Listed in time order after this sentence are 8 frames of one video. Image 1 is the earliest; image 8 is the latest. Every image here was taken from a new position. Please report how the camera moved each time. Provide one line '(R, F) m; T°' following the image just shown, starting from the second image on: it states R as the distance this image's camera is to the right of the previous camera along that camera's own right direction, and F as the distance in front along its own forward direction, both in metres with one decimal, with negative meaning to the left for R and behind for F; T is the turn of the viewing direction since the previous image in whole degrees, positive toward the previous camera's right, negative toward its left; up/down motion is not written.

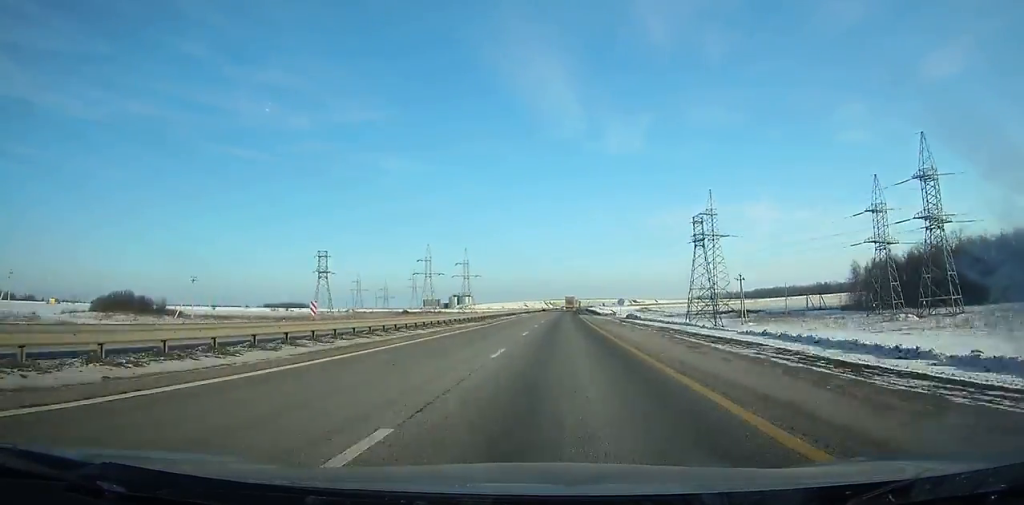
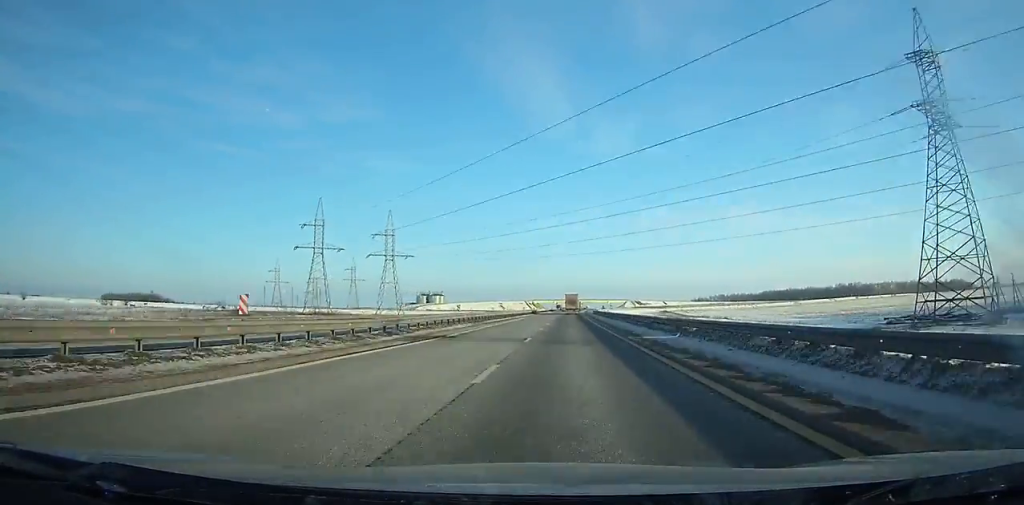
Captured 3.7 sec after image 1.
(+1.0, +122.6) m; +1°
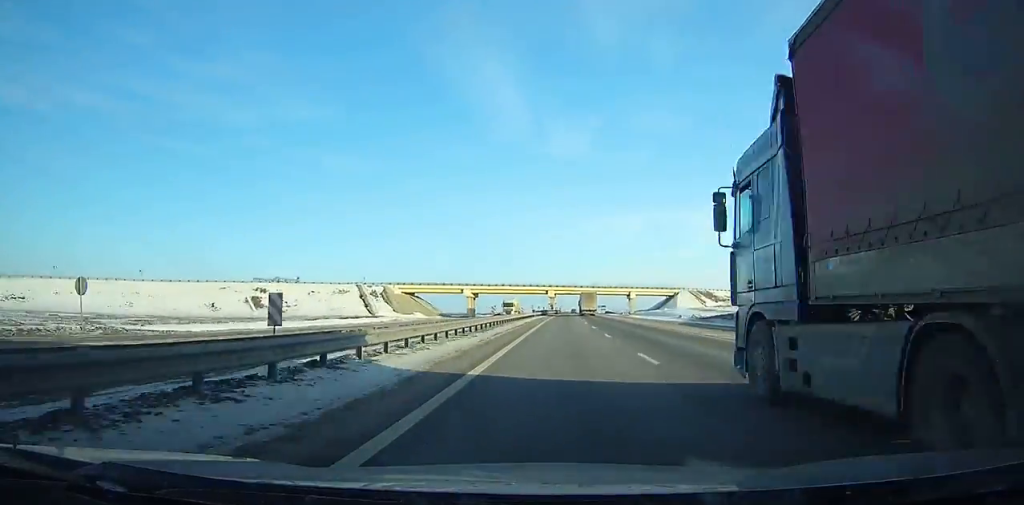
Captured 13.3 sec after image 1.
(+9.6, +325.9) m; +4°
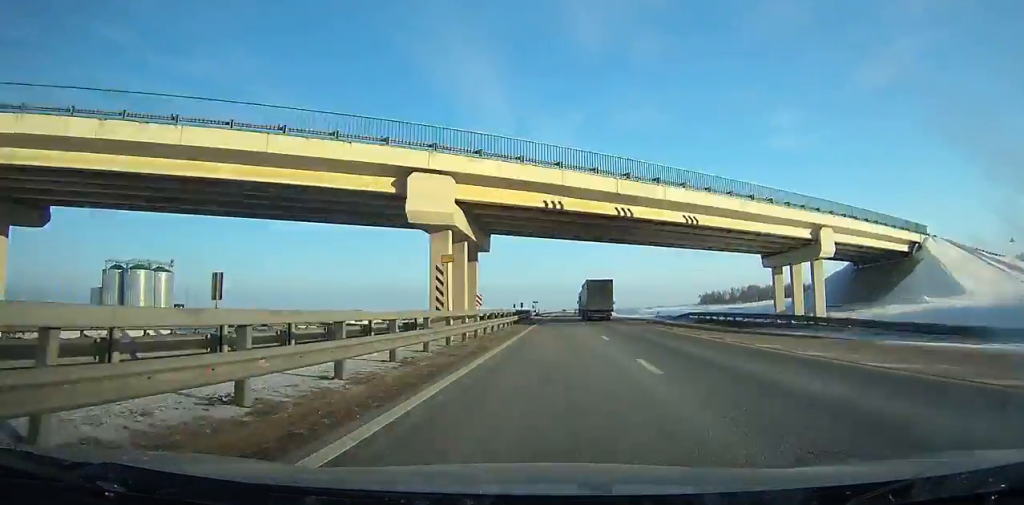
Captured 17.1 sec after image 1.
(+2.6, +131.4) m; +2°
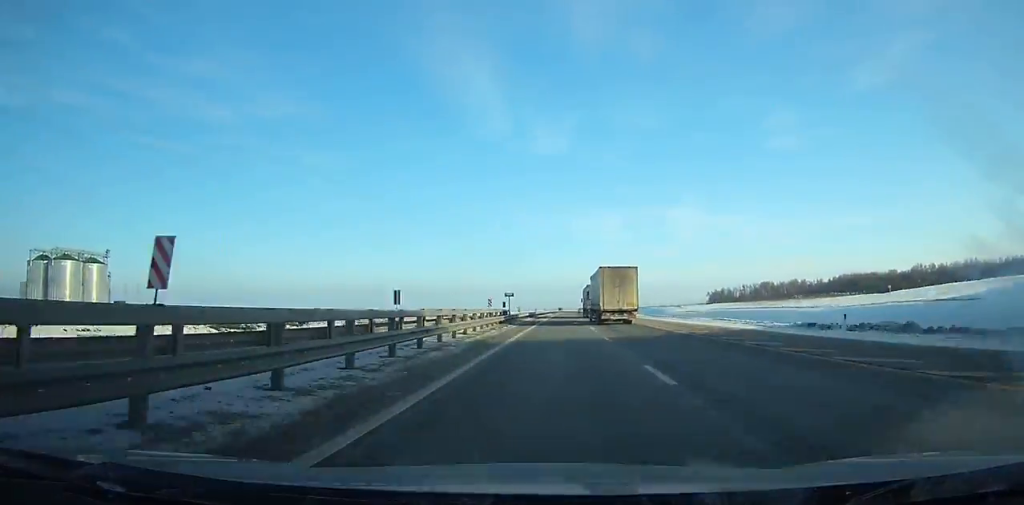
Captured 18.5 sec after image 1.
(+0.2, +48.6) m; +1°
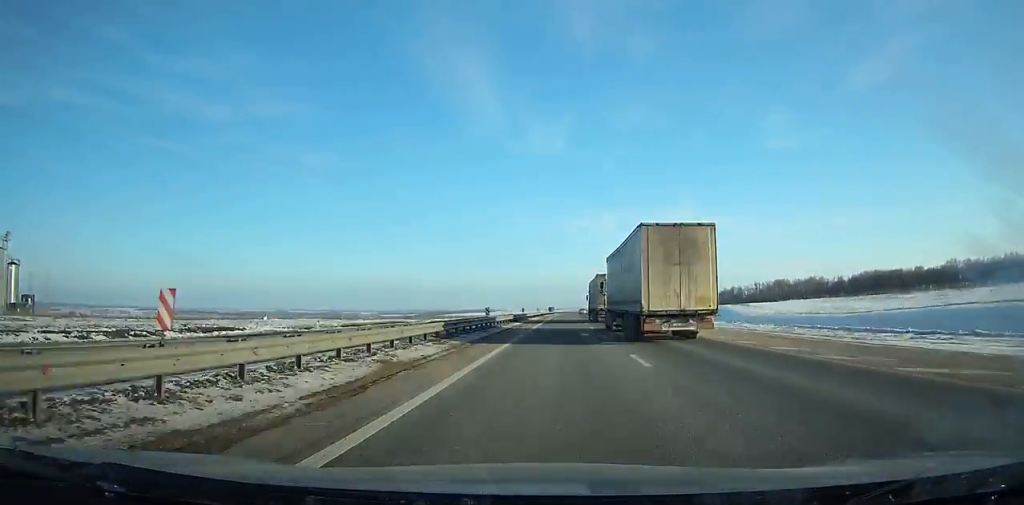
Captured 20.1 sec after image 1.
(+0.4, +55.7) m; +1°
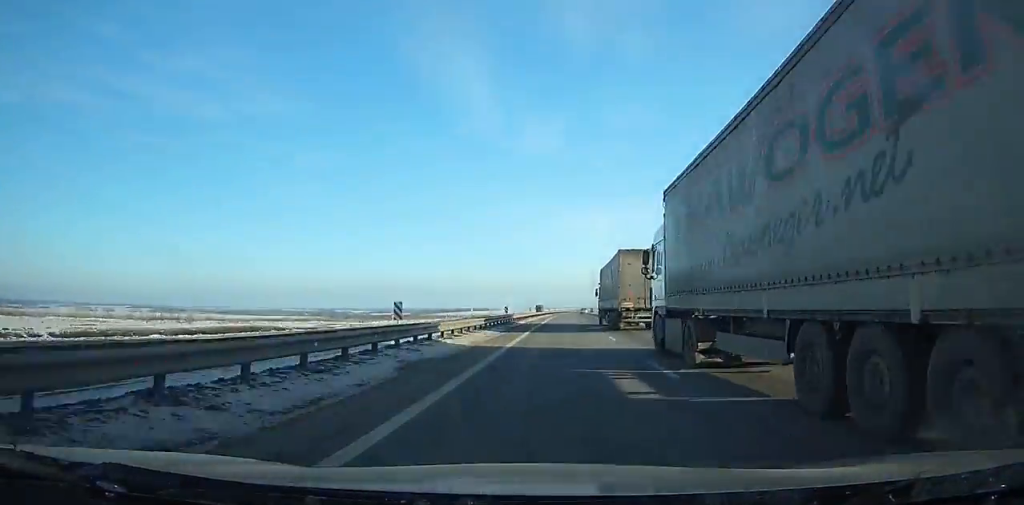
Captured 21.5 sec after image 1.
(-0.1, +48.7) m; +1°
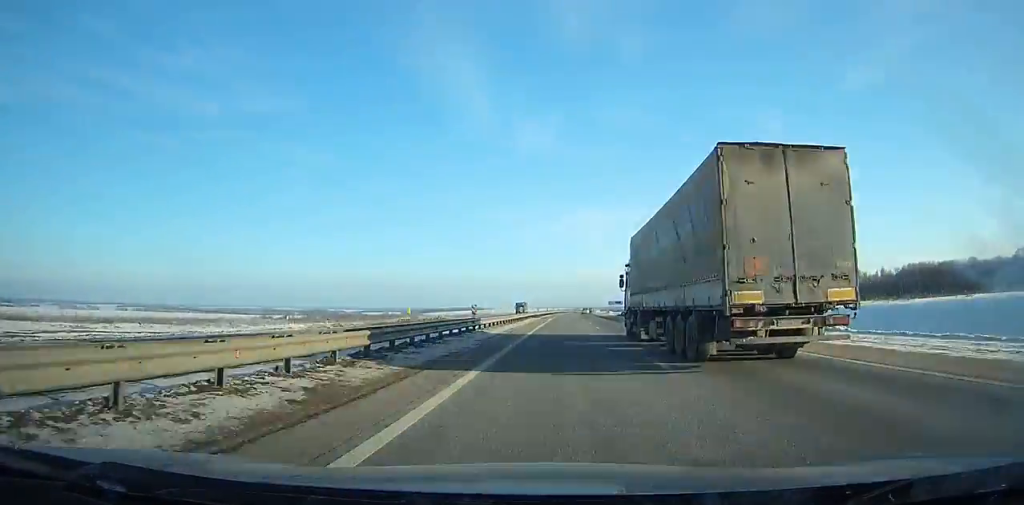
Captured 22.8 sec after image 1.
(+0.4, +45.1) m; +1°
